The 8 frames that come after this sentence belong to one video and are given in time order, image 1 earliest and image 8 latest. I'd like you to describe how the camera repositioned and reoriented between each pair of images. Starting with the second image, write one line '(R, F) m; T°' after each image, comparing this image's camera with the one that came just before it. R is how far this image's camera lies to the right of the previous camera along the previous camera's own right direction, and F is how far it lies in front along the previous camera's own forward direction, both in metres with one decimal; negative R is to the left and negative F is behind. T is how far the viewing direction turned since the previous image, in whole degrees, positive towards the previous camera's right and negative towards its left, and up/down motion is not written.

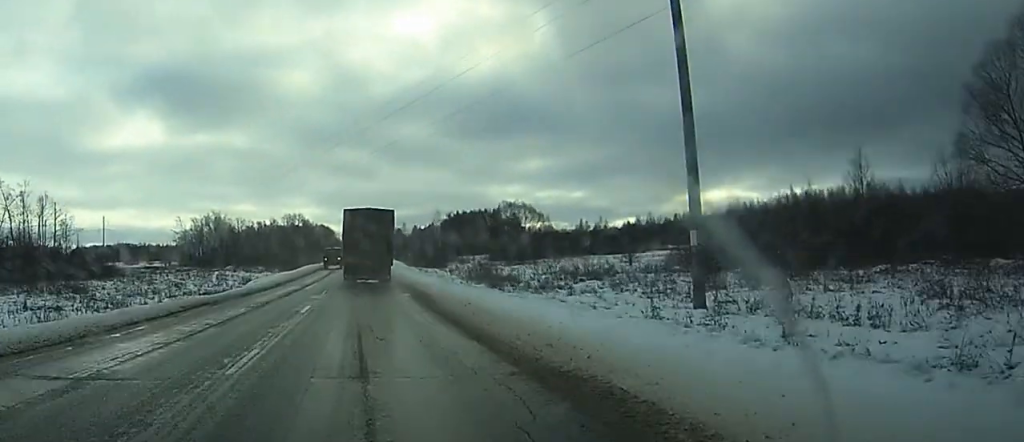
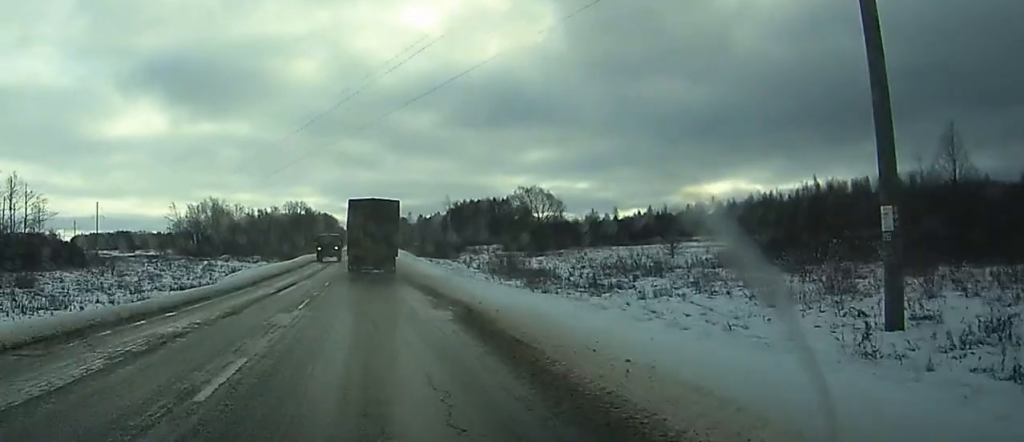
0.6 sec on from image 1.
(0.0, +13.8) m; 0°
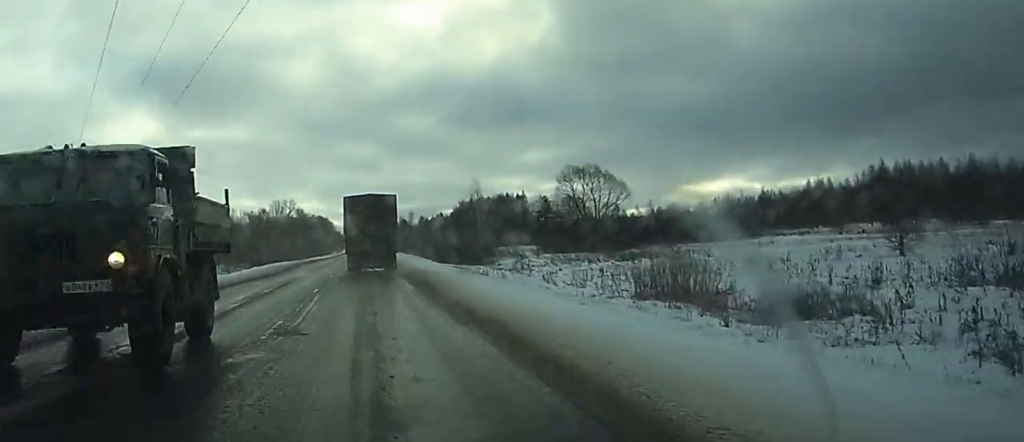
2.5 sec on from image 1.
(0.0, +43.1) m; 0°
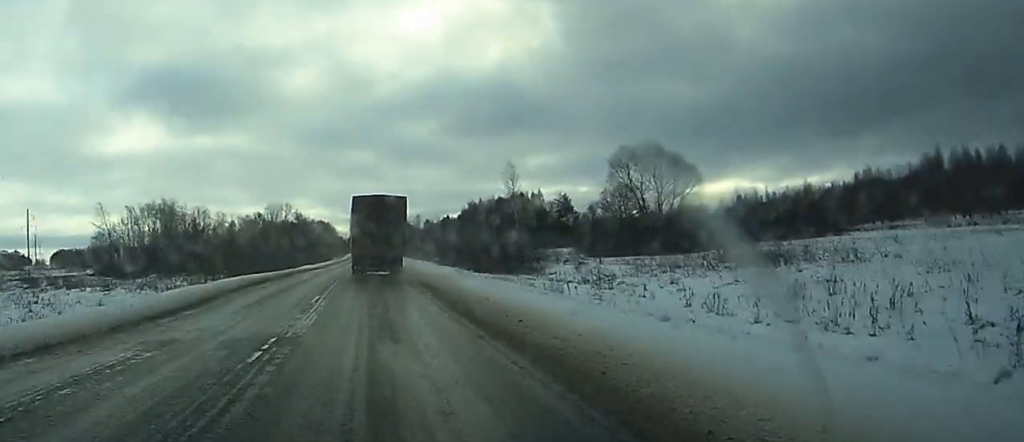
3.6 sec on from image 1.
(+0.1, +26.2) m; 0°
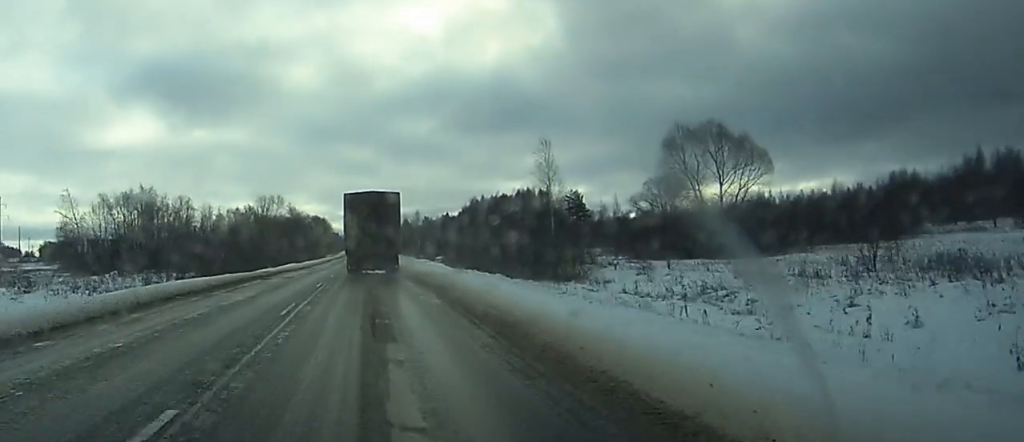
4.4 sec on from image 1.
(0.0, +18.4) m; 0°
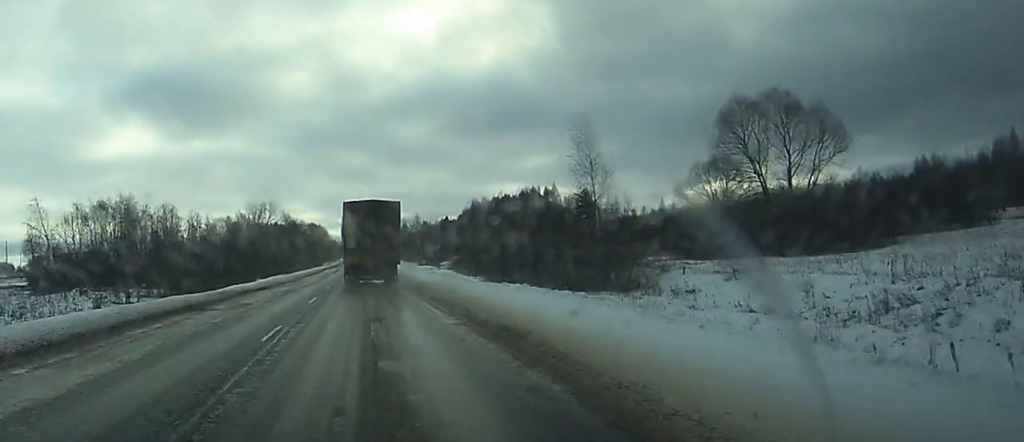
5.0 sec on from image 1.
(0.0, +14.5) m; 0°
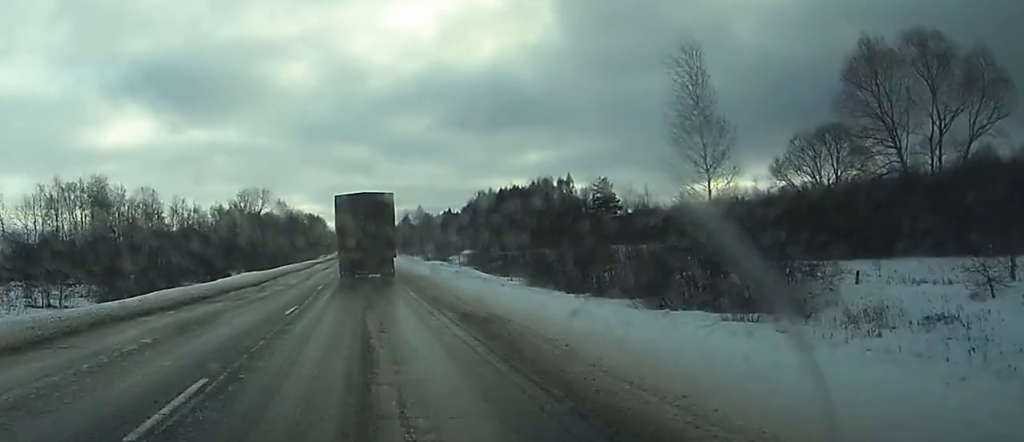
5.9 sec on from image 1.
(0.0, +19.0) m; 0°
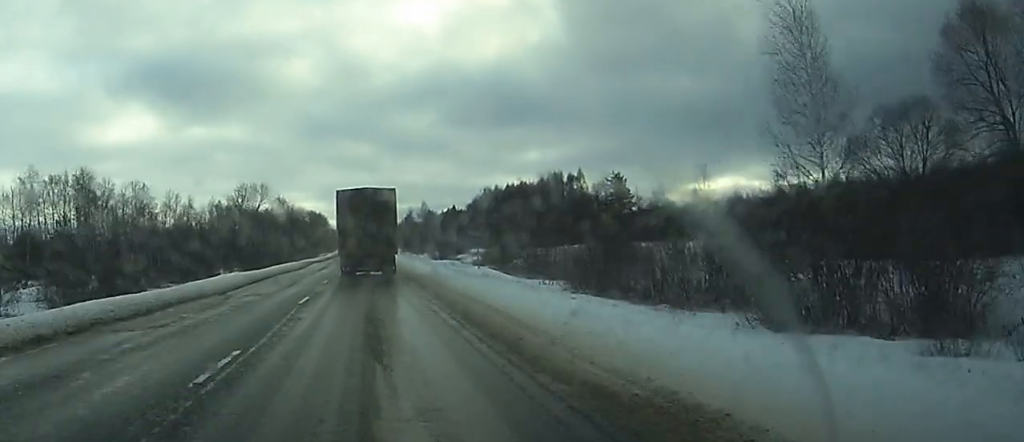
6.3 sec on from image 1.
(0.0, +9.8) m; 0°
